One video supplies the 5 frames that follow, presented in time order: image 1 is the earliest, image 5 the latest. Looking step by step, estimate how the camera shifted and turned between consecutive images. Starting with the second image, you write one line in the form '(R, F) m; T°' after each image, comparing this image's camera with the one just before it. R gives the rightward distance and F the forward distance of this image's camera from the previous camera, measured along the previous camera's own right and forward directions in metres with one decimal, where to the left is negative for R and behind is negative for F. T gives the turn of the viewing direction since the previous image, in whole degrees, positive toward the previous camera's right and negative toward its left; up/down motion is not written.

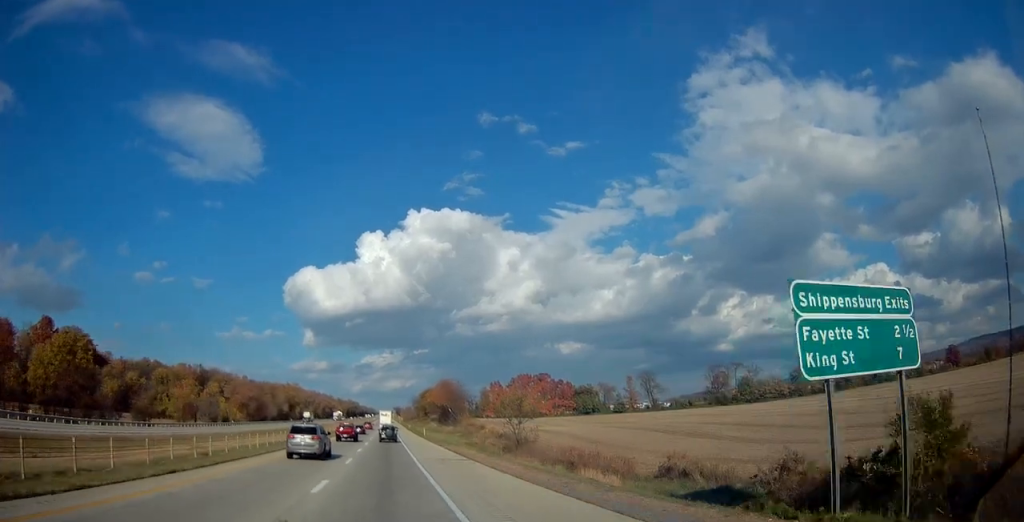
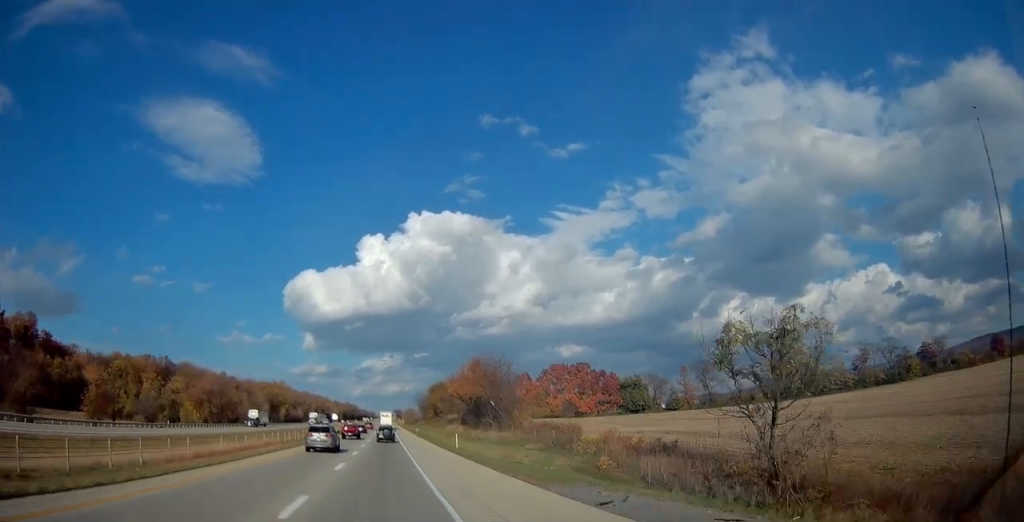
(+0.2, +40.3) m; +1°
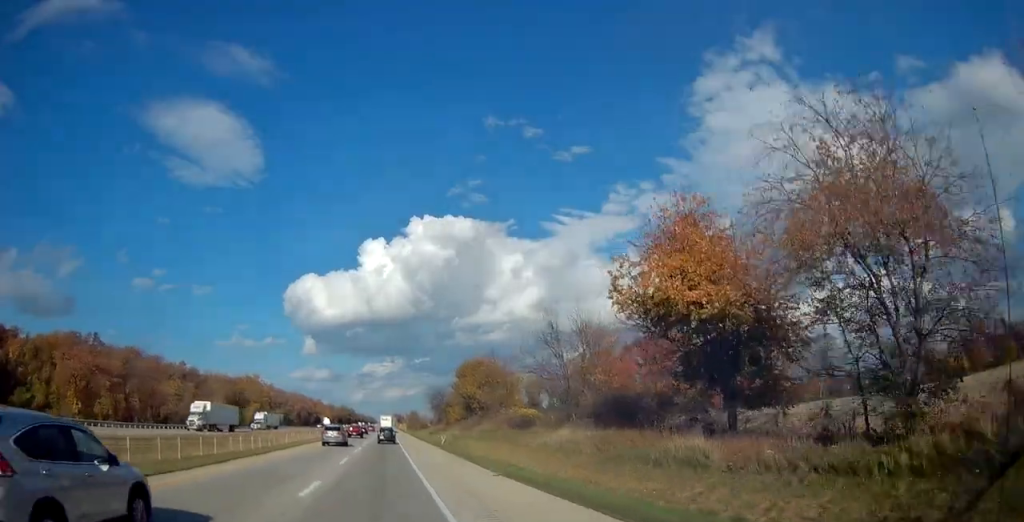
(-0.2, +56.3) m; -1°
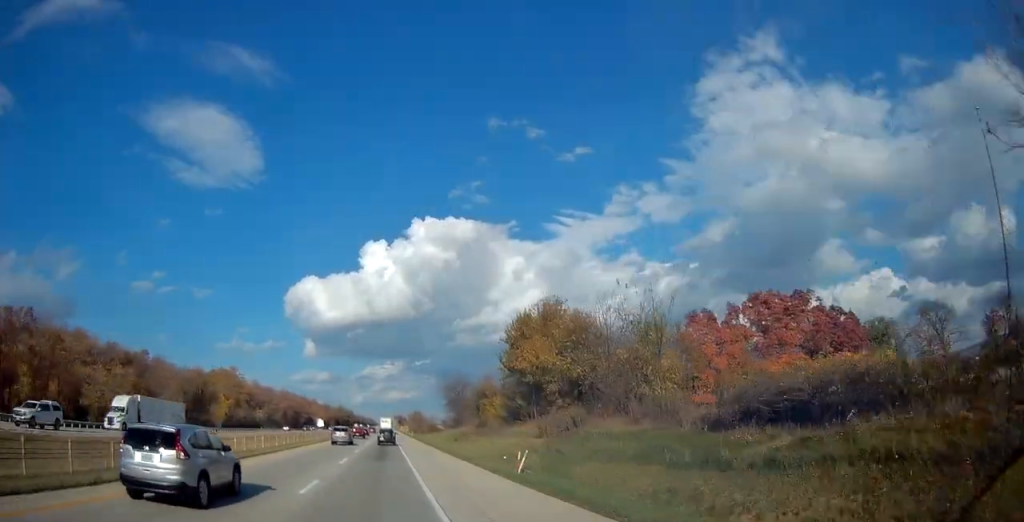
(-0.1, +35.7) m; 0°
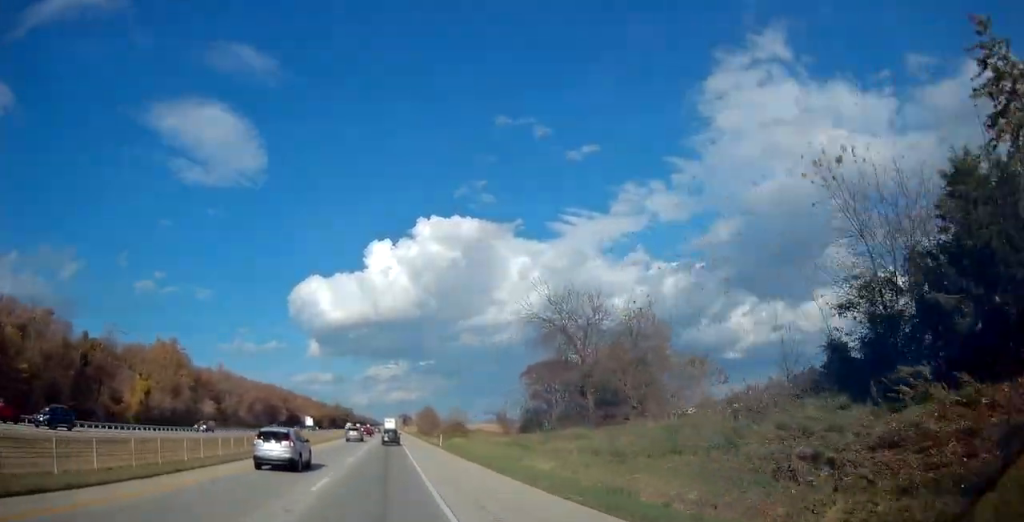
(-0.1, +60.5) m; 0°
